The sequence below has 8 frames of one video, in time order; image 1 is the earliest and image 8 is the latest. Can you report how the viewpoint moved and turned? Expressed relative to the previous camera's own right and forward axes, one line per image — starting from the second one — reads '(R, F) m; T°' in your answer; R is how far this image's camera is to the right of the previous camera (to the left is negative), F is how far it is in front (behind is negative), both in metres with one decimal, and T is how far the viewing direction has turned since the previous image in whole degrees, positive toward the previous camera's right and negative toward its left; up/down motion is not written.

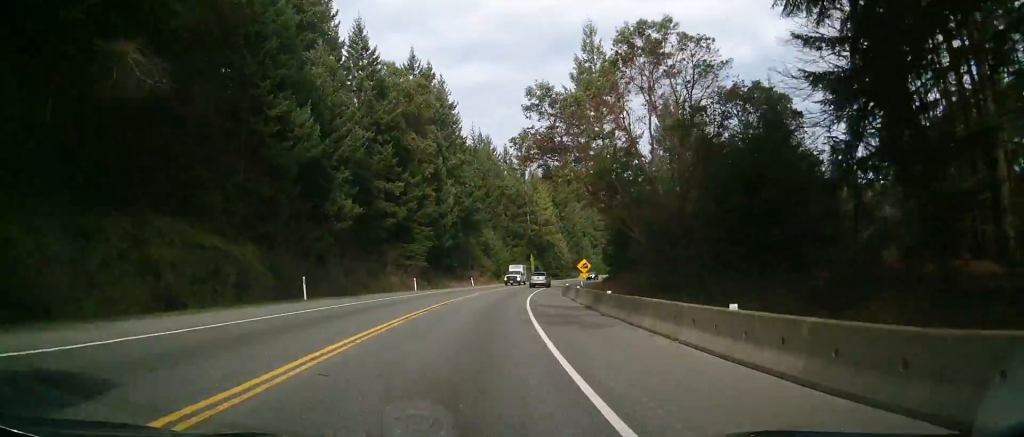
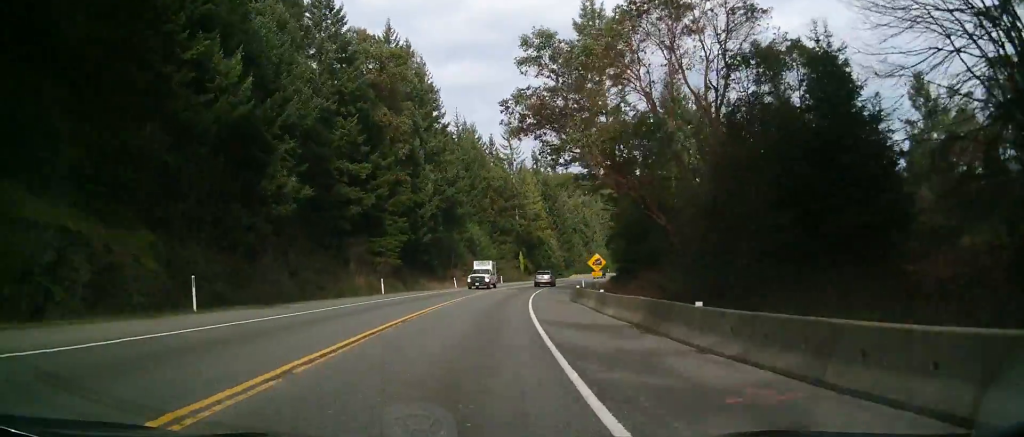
(0.0, +10.4) m; 0°
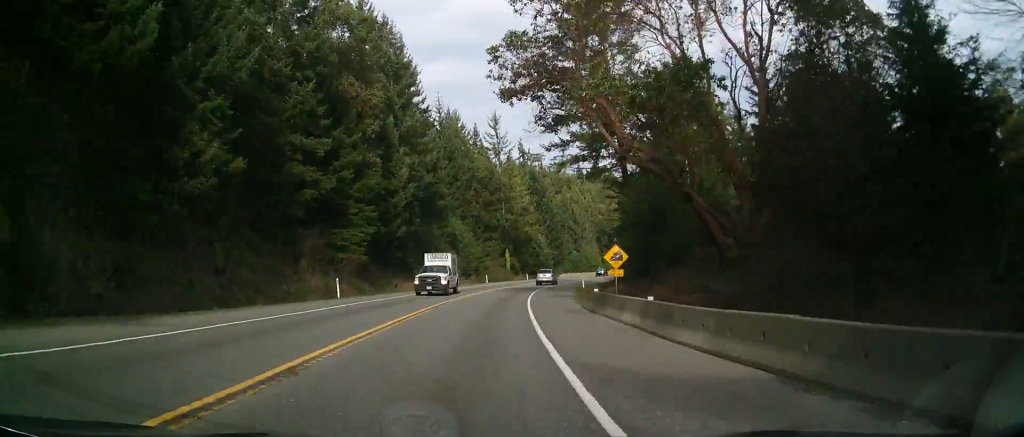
(0.0, +8.9) m; 0°
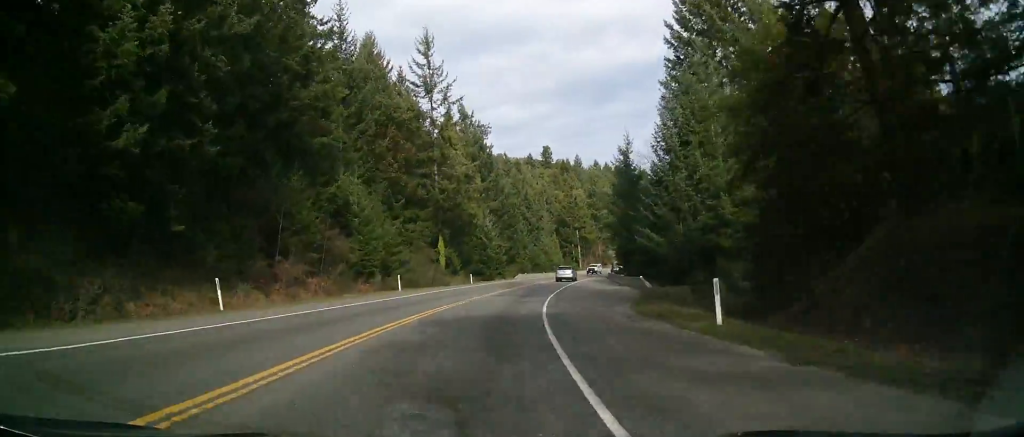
(0.0, +38.1) m; 0°
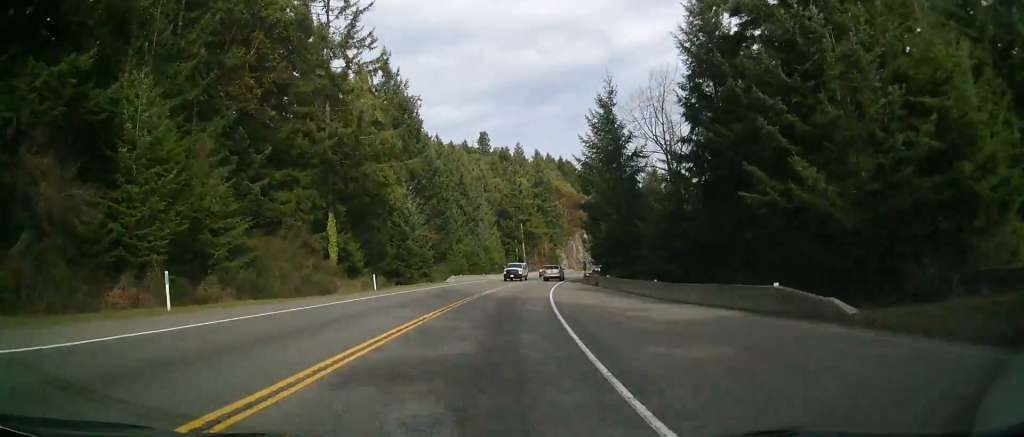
(0.0, +26.3) m; 0°
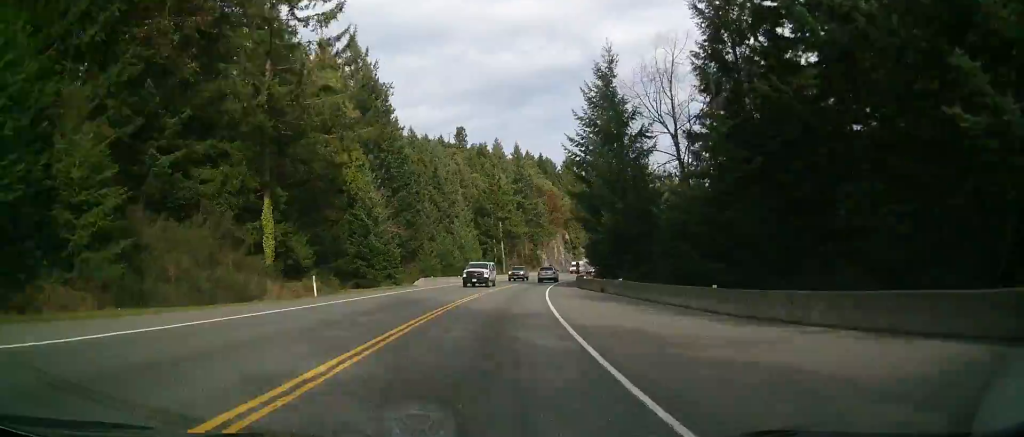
(0.0, +9.8) m; 0°
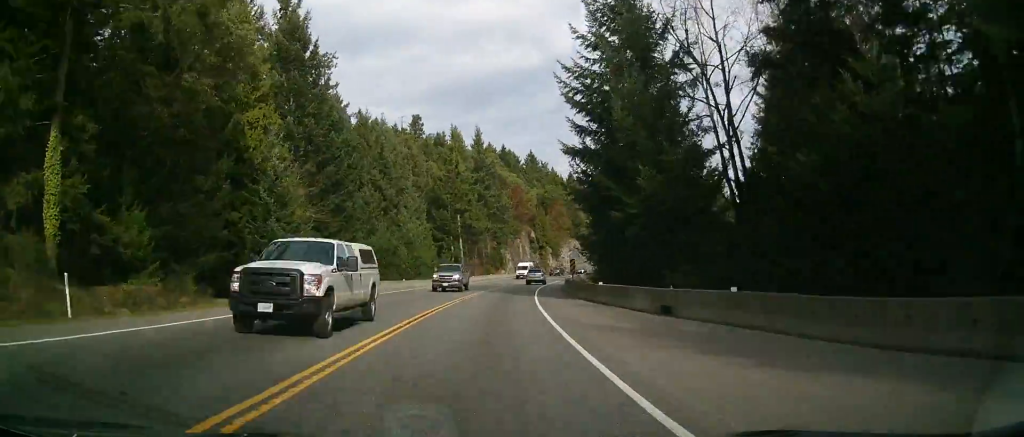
(0.0, +18.3) m; 0°
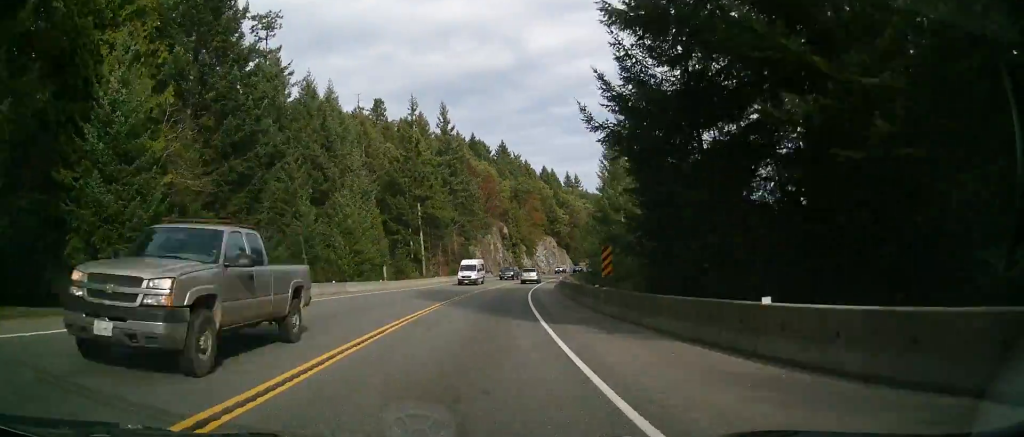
(0.0, +17.6) m; +3°
